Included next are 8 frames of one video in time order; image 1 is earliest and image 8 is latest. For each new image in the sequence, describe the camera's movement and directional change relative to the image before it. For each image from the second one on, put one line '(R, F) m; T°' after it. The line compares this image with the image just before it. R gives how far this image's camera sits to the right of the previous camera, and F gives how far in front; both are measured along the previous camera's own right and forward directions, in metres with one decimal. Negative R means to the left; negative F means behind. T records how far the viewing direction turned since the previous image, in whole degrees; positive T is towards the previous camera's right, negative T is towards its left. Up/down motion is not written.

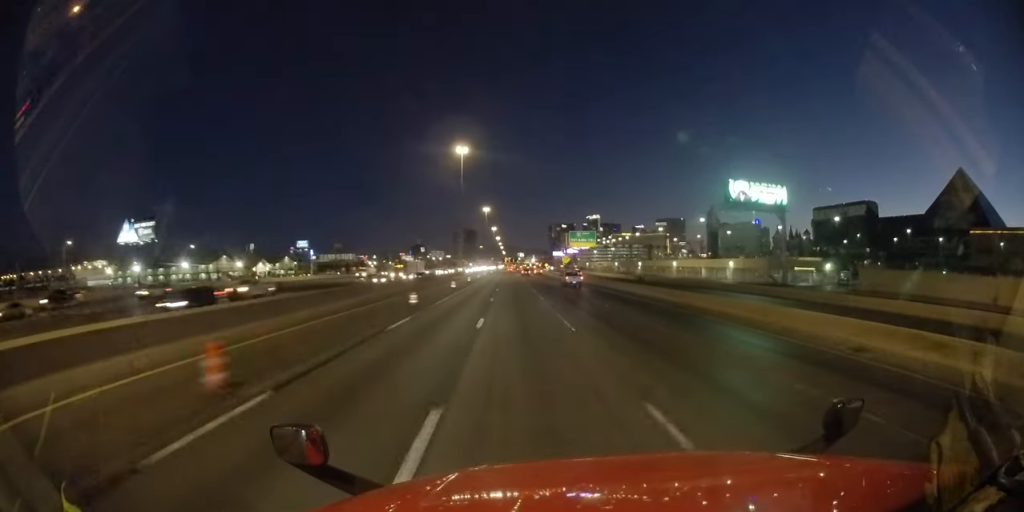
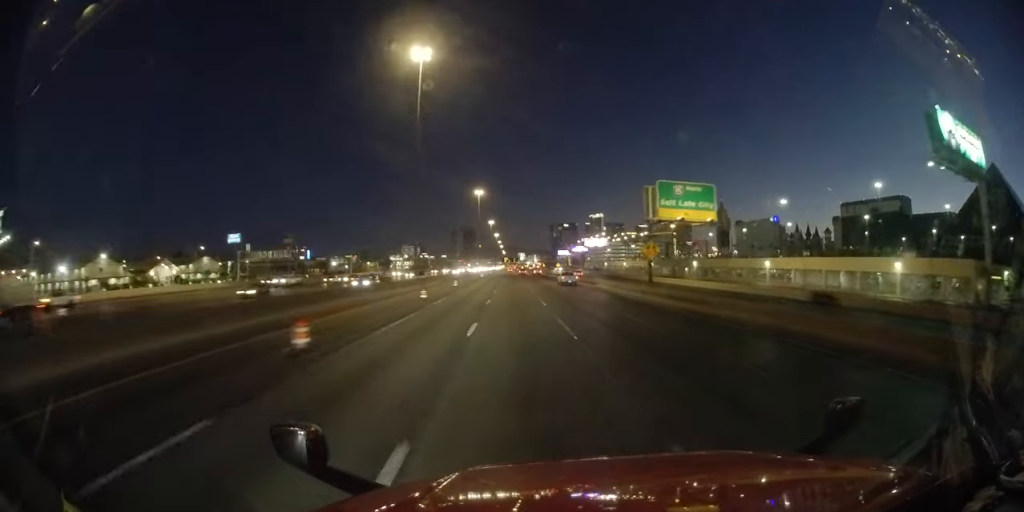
(+0.6, +50.9) m; +2°
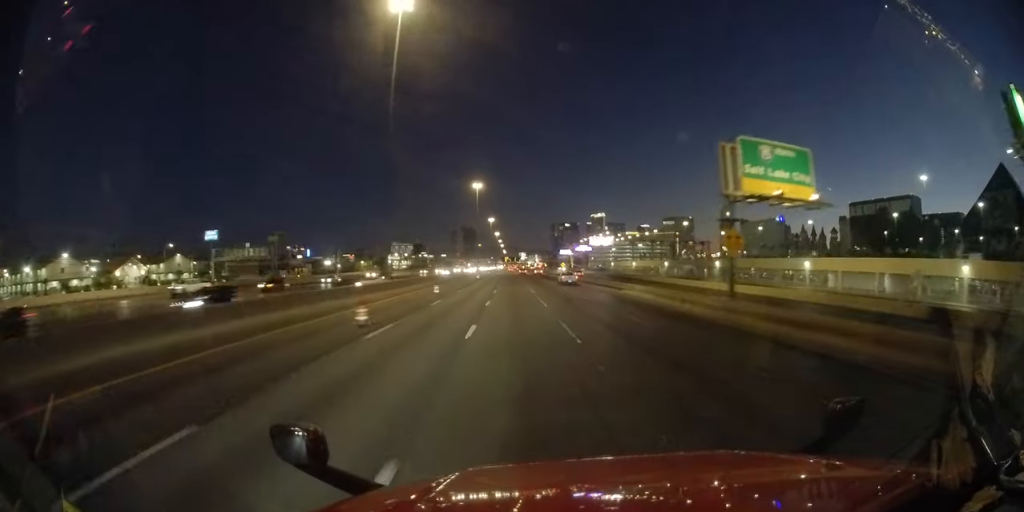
(+0.1, +12.8) m; 0°
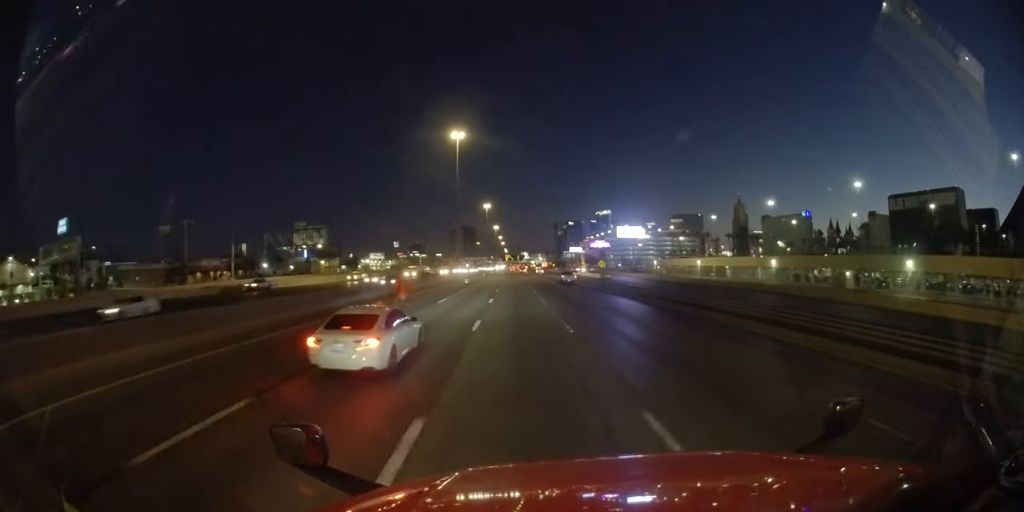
(-1.0, +58.4) m; -2°
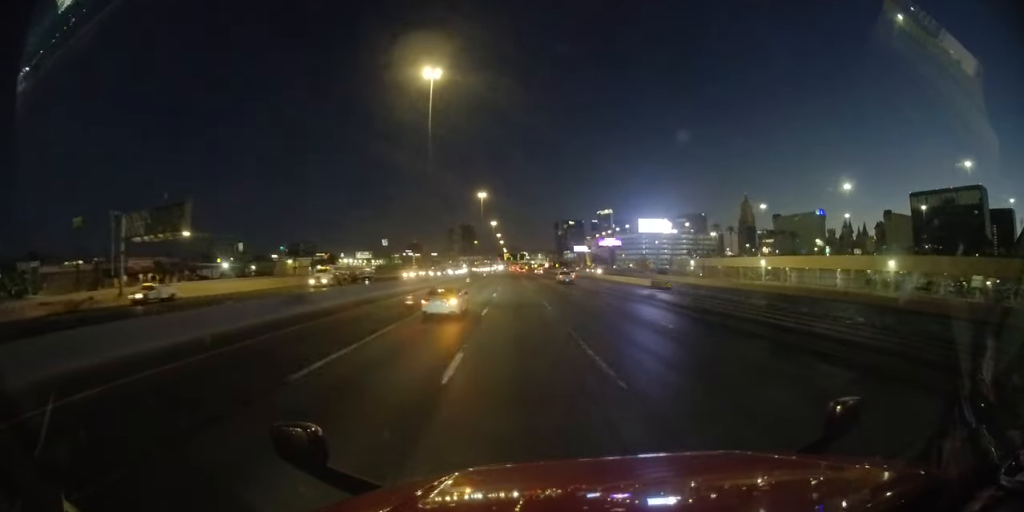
(0.0, +31.6) m; 0°
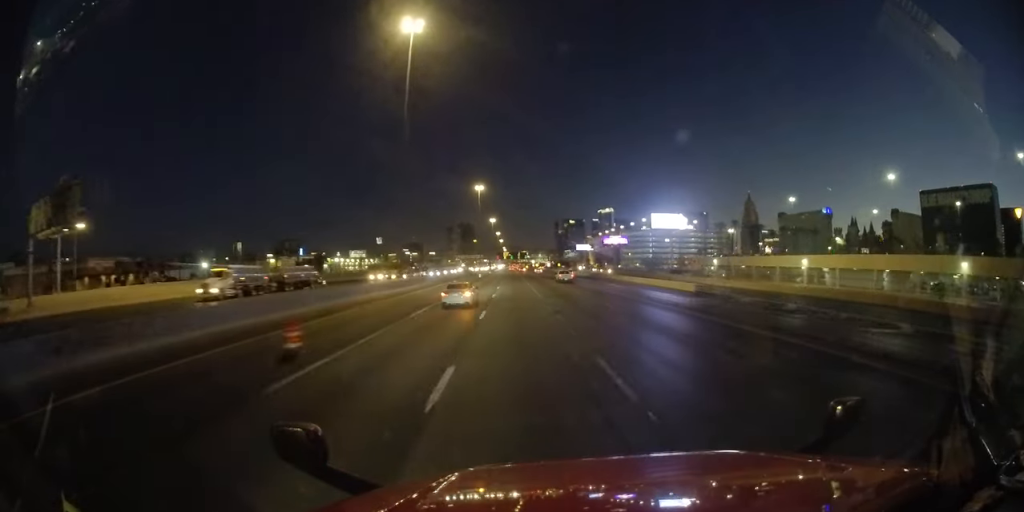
(0.0, +14.0) m; 0°
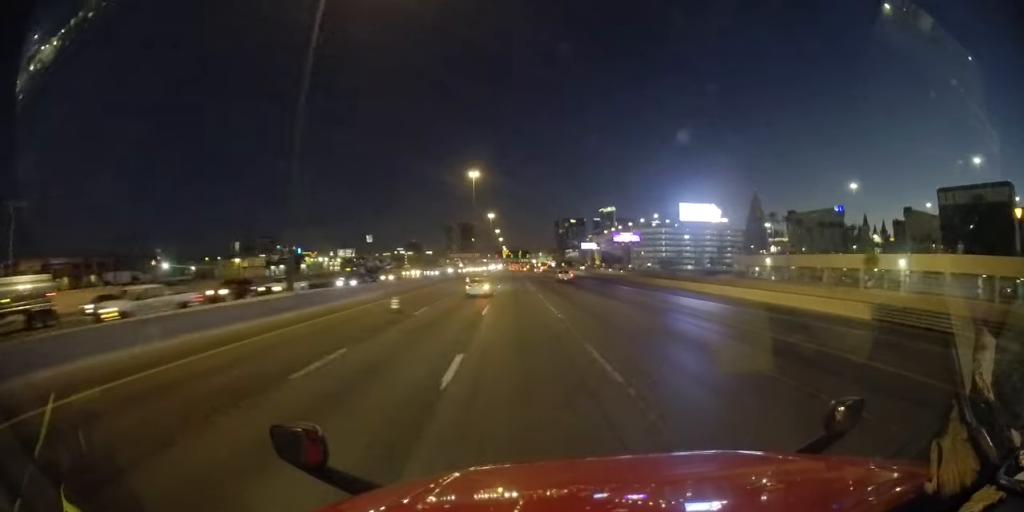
(0.0, +23.1) m; 0°
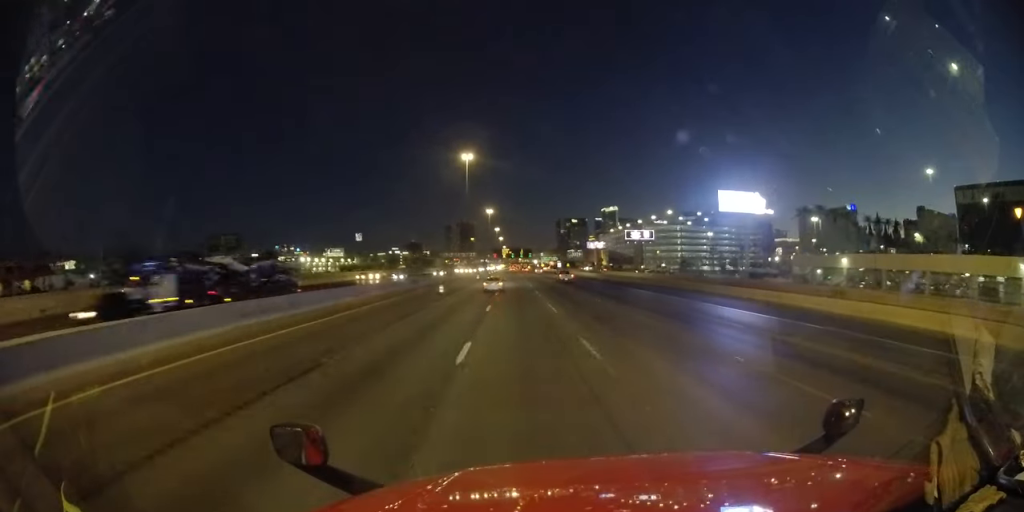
(0.0, +22.1) m; 0°
